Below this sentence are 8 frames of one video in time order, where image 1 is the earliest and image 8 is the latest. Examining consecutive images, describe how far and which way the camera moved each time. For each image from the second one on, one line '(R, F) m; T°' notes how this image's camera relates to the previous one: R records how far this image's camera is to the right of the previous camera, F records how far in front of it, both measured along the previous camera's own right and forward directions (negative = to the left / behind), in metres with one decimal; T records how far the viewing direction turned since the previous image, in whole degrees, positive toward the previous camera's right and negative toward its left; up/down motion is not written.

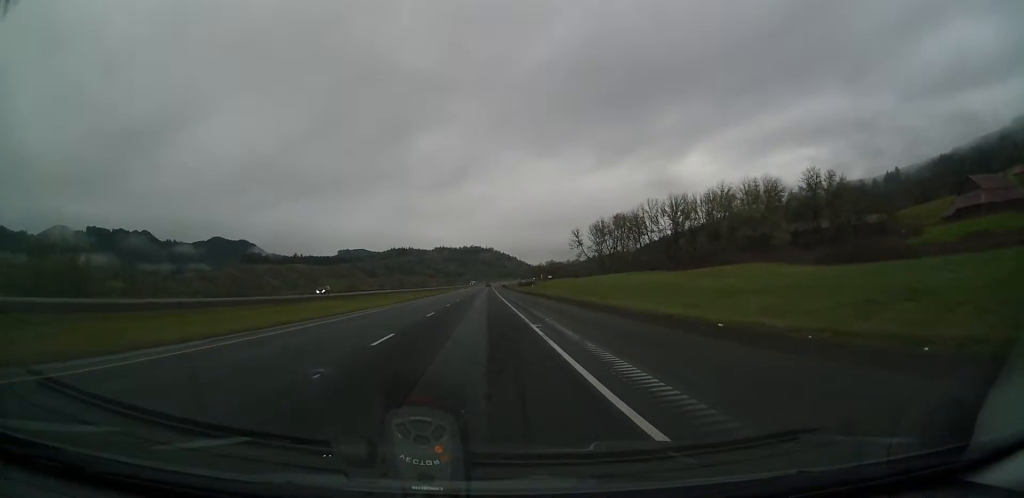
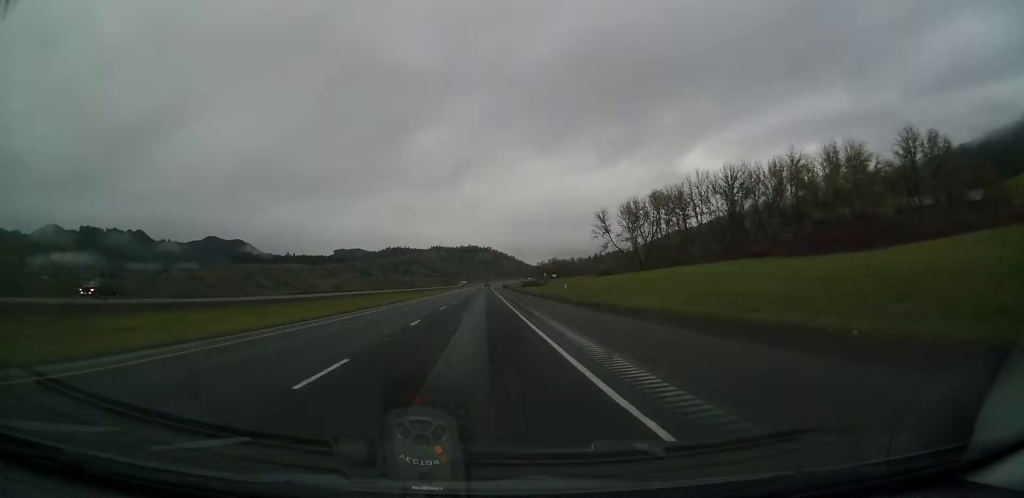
(-0.3, +42.4) m; -1°
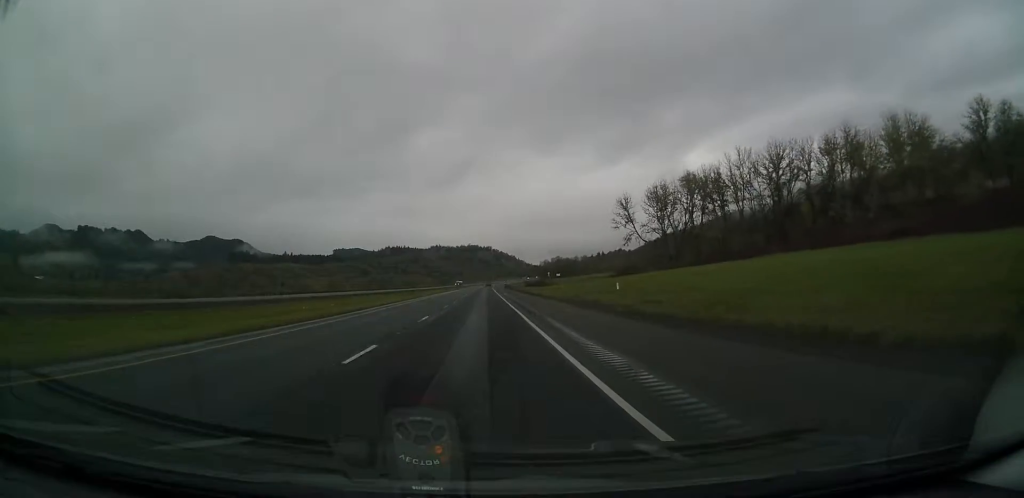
(-0.1, +21.8) m; 0°
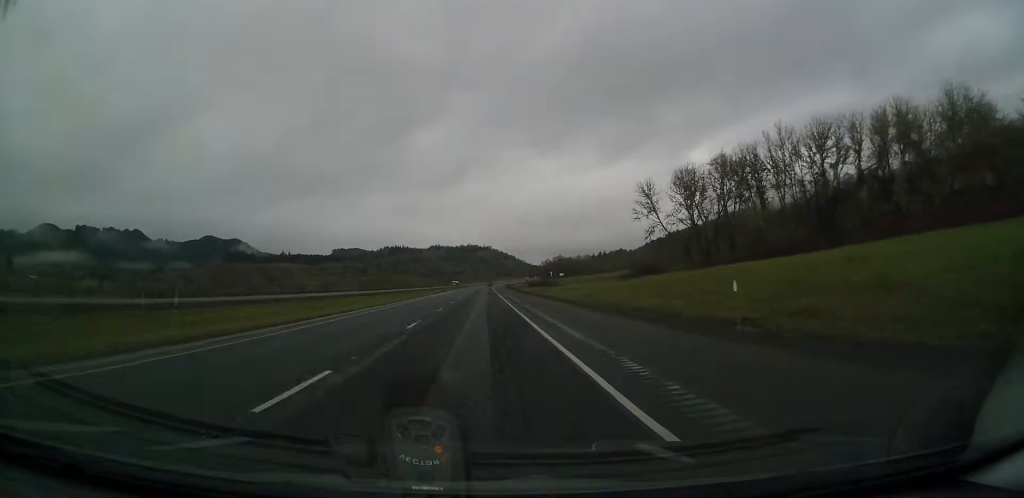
(0.0, +16.3) m; 0°
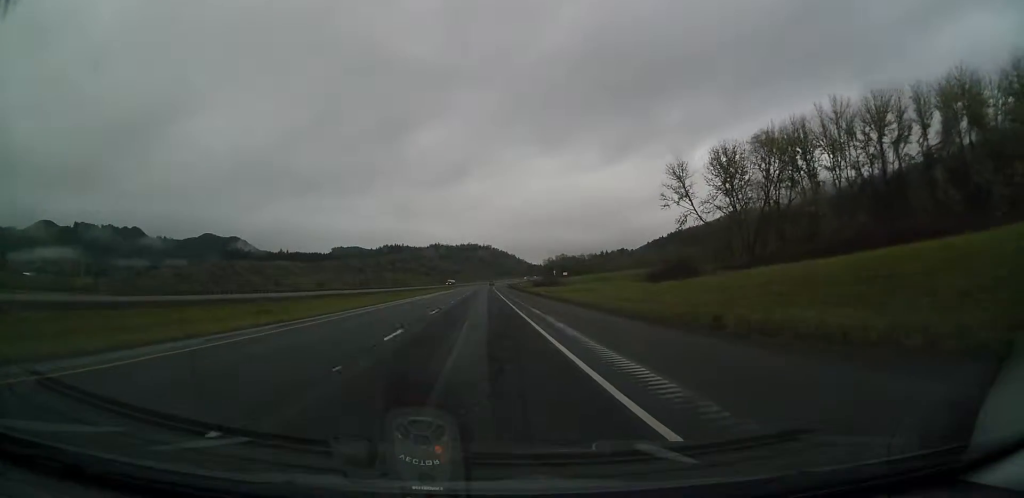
(0.0, +16.3) m; 0°
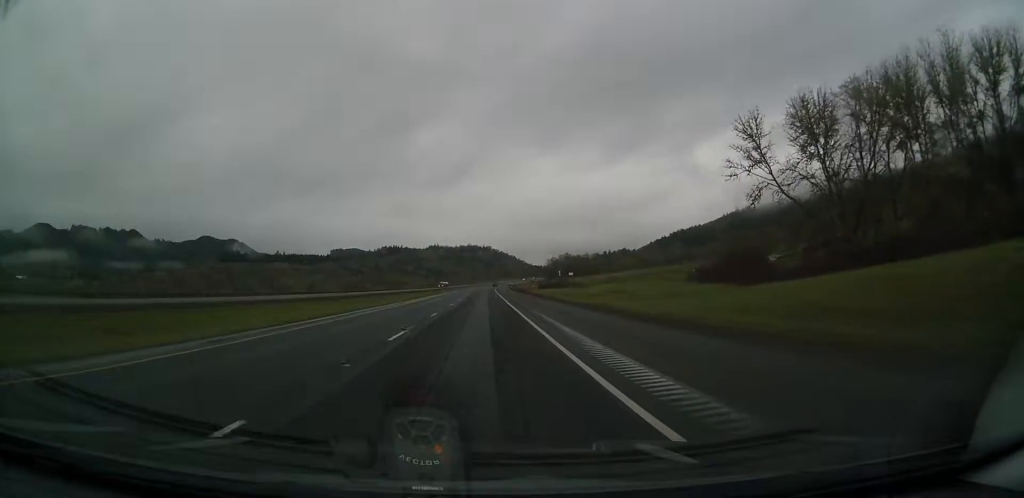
(+0.2, +23.9) m; 0°
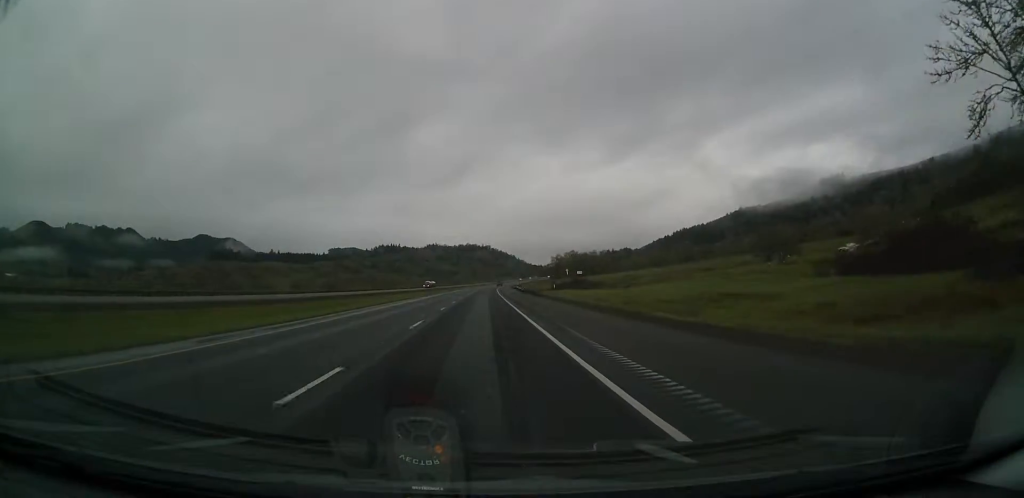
(+0.1, +32.5) m; 0°
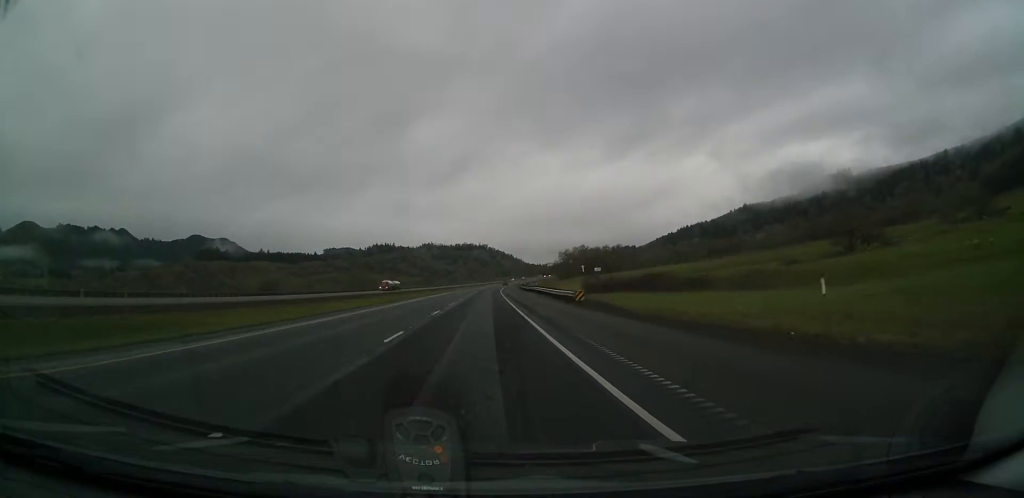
(-0.5, +53.1) m; 0°
